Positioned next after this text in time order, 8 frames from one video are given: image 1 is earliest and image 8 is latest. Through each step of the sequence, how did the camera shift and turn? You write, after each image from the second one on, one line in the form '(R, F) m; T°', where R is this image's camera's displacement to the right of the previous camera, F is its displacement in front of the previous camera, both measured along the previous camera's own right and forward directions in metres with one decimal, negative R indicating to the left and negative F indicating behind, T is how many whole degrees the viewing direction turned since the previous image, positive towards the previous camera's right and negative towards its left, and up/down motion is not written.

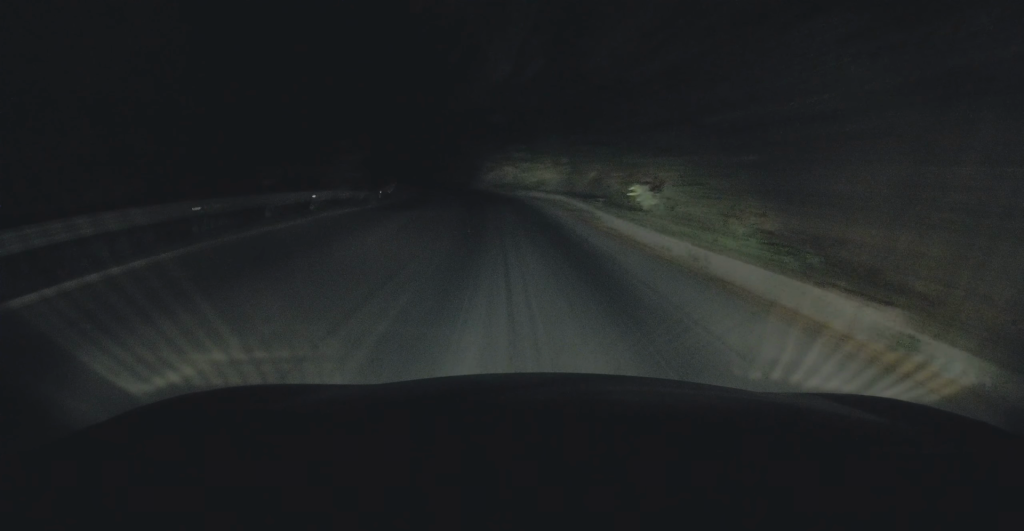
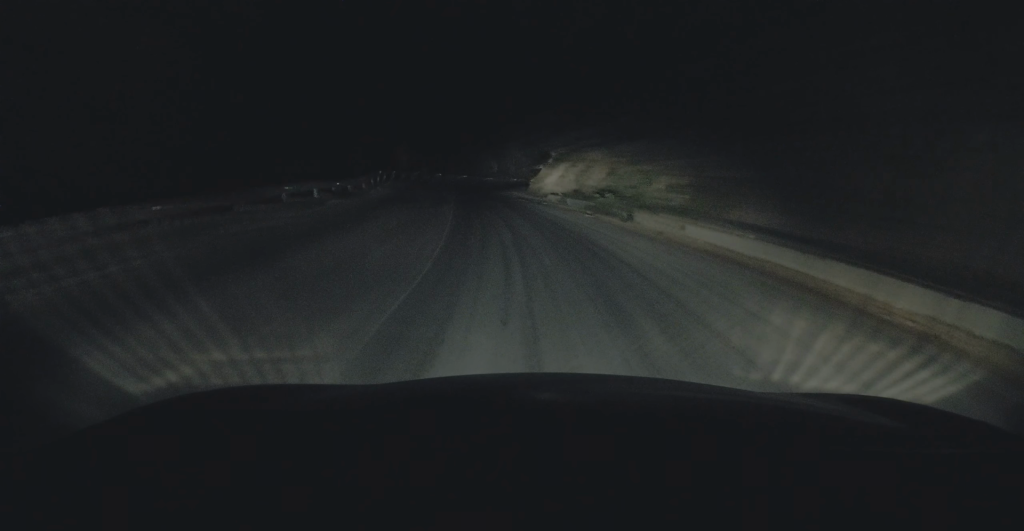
(-2.6, +28.3) m; -9°
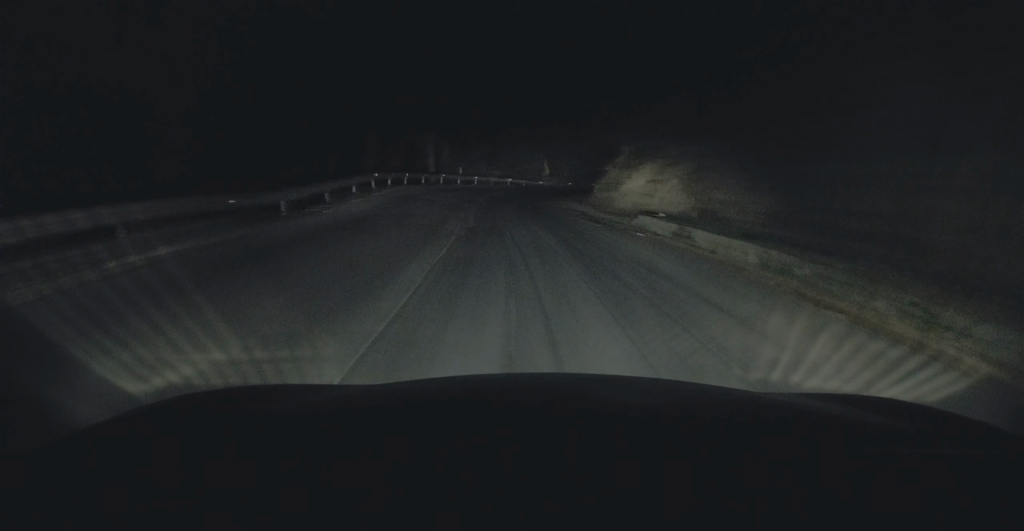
(-0.3, +12.0) m; -2°
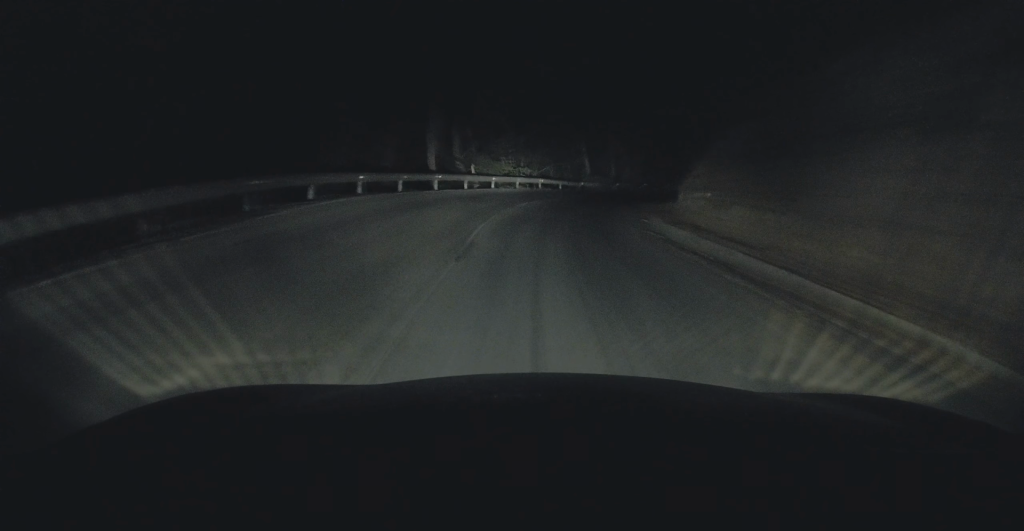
(-0.1, +14.5) m; -1°
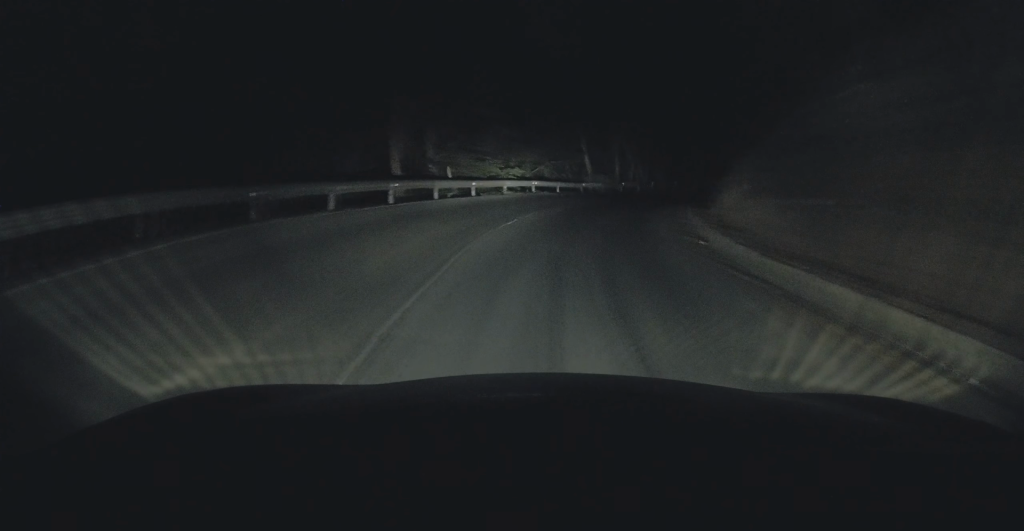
(0.0, +7.2) m; +1°
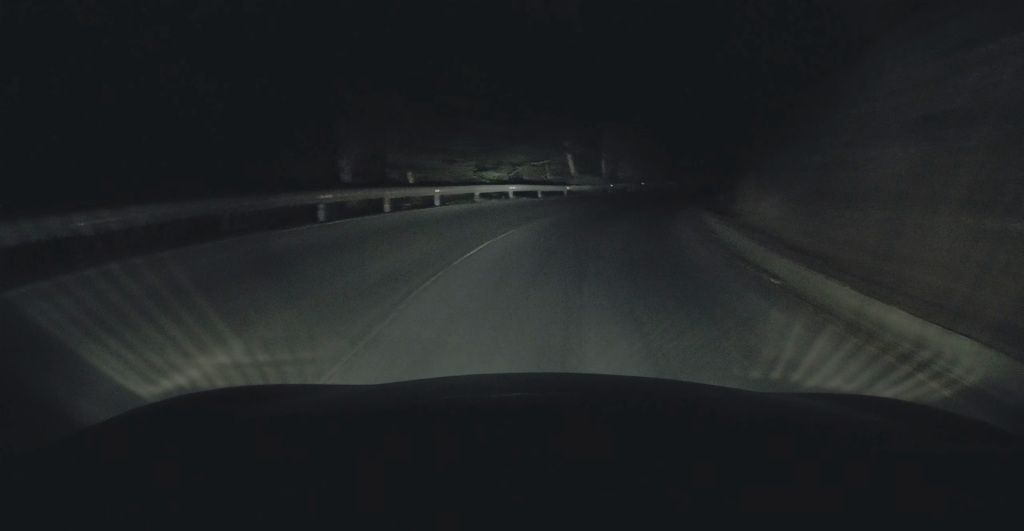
(0.0, +4.8) m; +1°
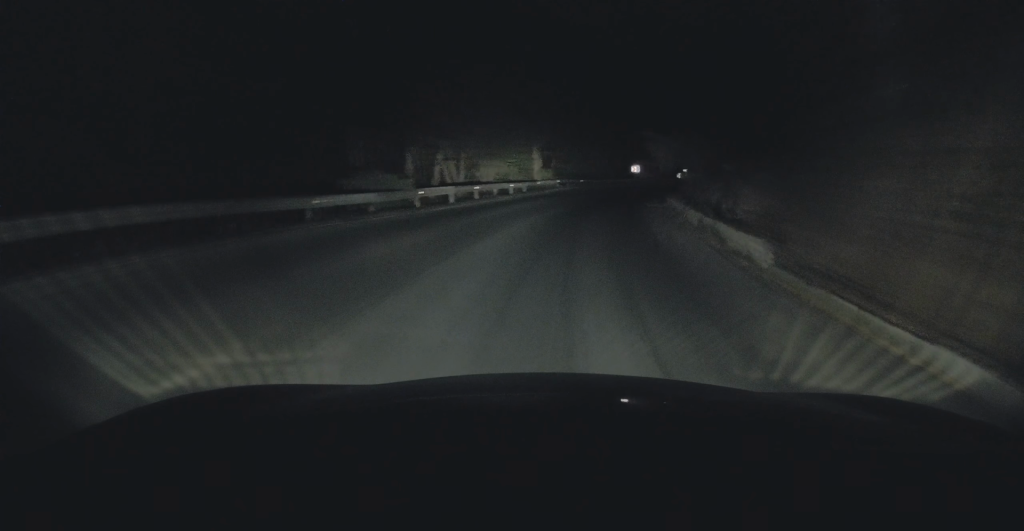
(+1.0, +20.0) m; +9°
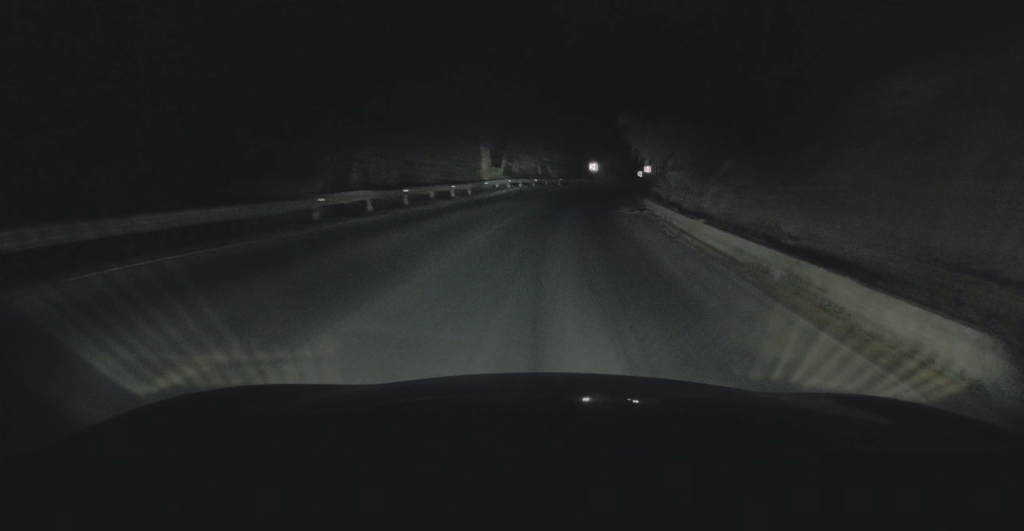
(+0.2, +6.0) m; +3°
